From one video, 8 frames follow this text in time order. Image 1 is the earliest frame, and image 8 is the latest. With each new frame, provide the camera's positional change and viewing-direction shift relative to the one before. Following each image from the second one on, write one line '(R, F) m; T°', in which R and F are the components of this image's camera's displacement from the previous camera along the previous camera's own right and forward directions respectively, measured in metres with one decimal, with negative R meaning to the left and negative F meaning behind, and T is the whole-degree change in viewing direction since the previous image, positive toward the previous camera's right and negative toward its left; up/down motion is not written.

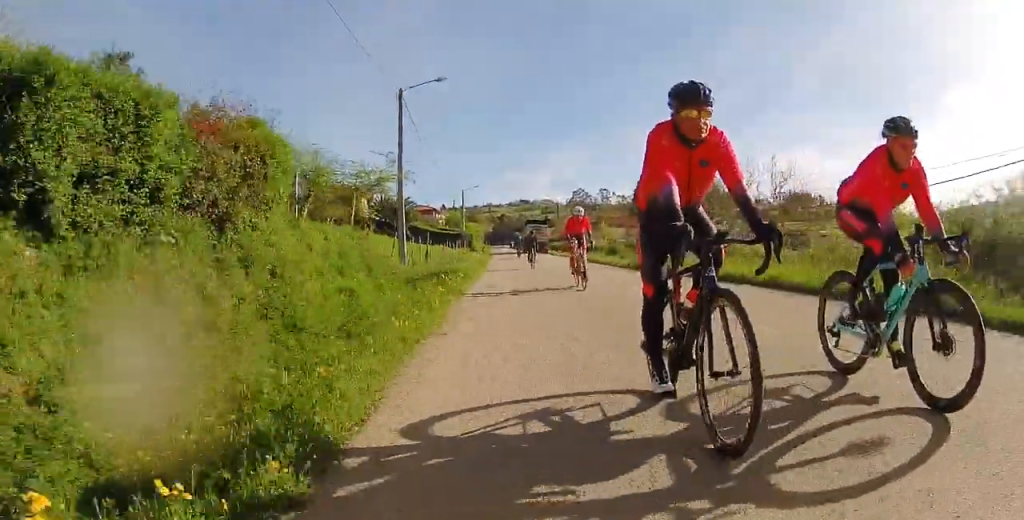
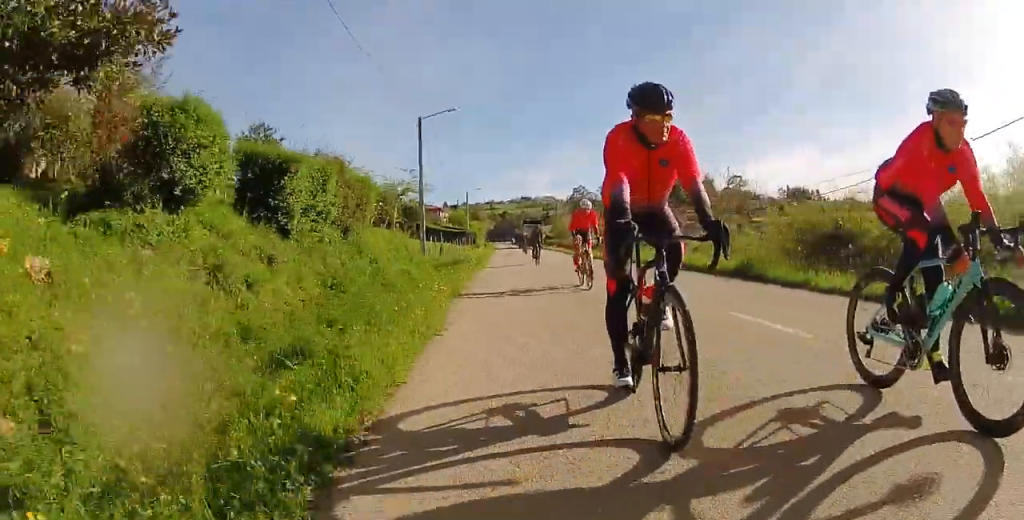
(0.0, +6.4) m; 0°
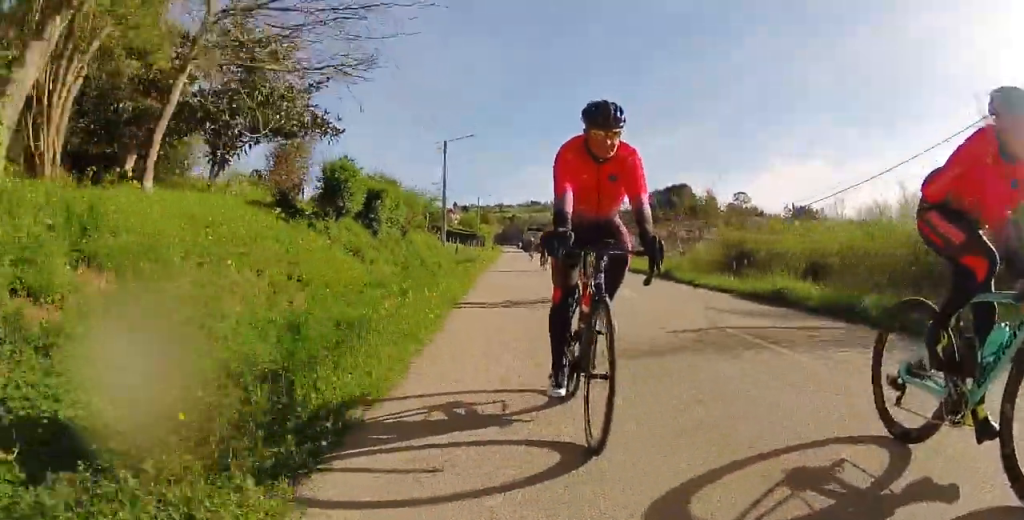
(0.0, +7.2) m; 0°
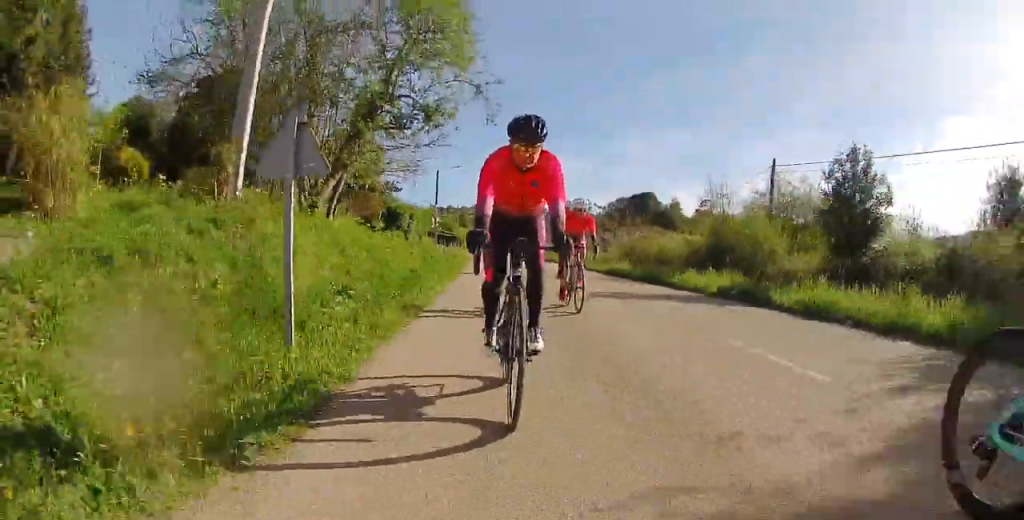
(0.0, +13.6) m; 0°
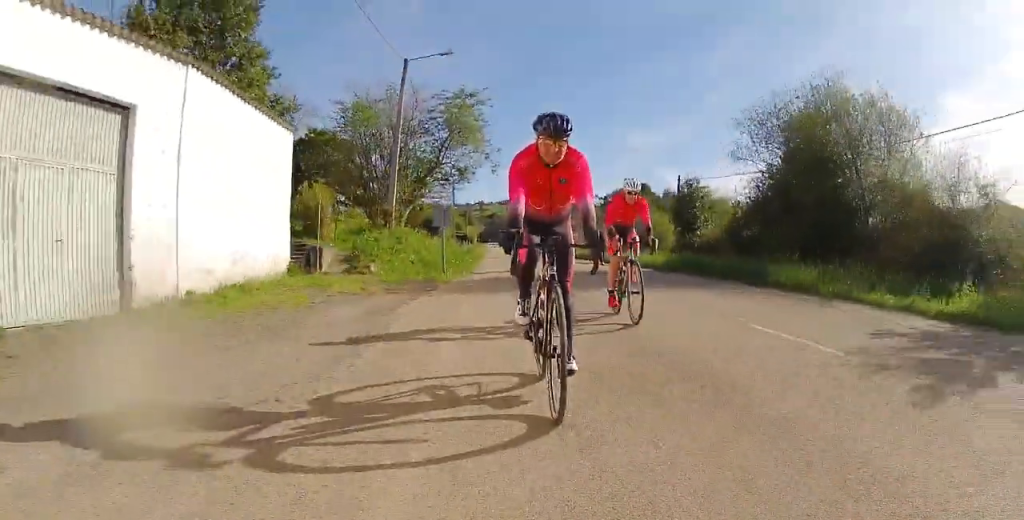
(+0.1, +14.9) m; 0°
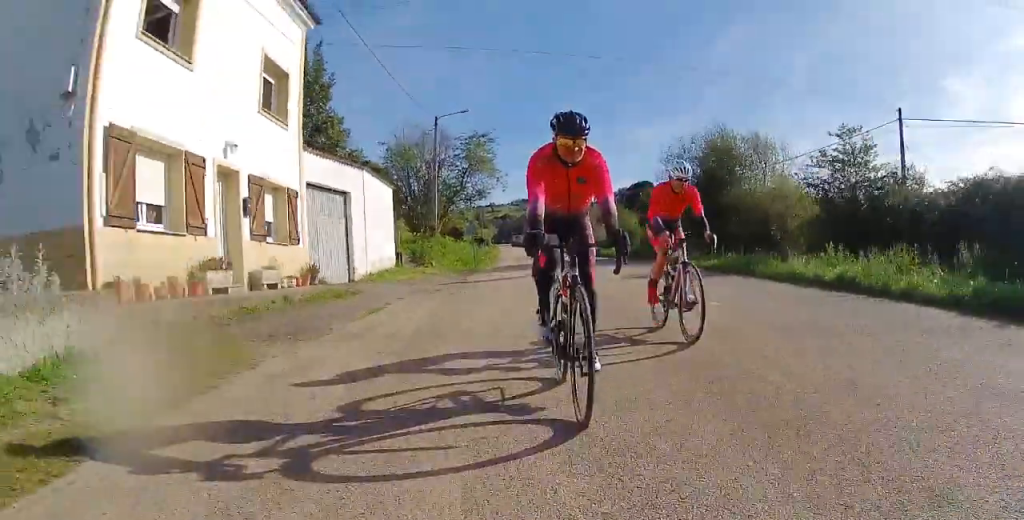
(0.0, +10.8) m; 0°
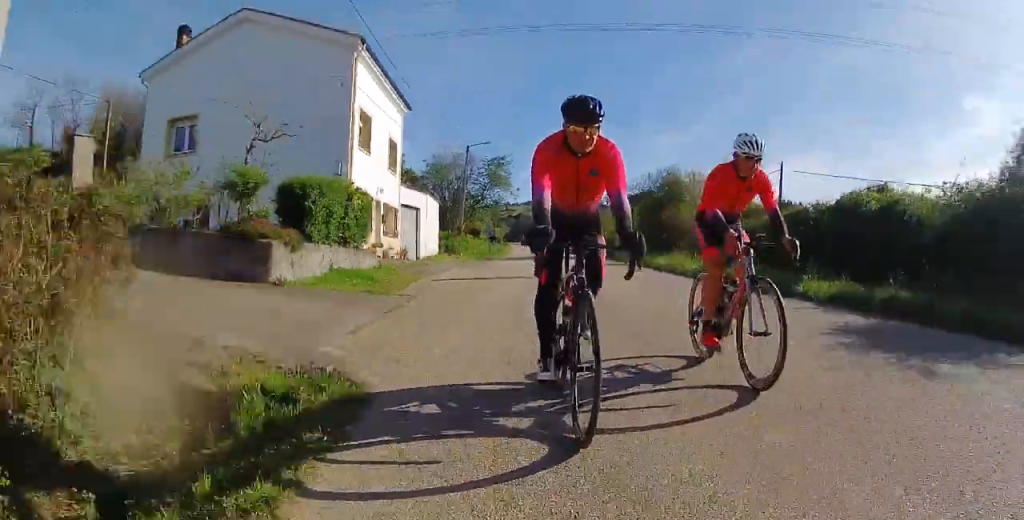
(0.0, +12.2) m; -1°
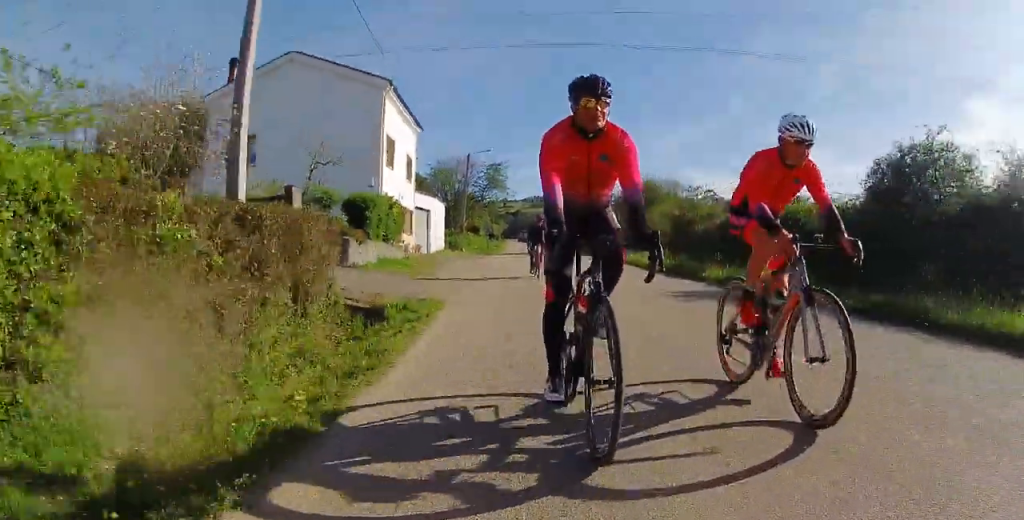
(0.0, +5.5) m; -1°
